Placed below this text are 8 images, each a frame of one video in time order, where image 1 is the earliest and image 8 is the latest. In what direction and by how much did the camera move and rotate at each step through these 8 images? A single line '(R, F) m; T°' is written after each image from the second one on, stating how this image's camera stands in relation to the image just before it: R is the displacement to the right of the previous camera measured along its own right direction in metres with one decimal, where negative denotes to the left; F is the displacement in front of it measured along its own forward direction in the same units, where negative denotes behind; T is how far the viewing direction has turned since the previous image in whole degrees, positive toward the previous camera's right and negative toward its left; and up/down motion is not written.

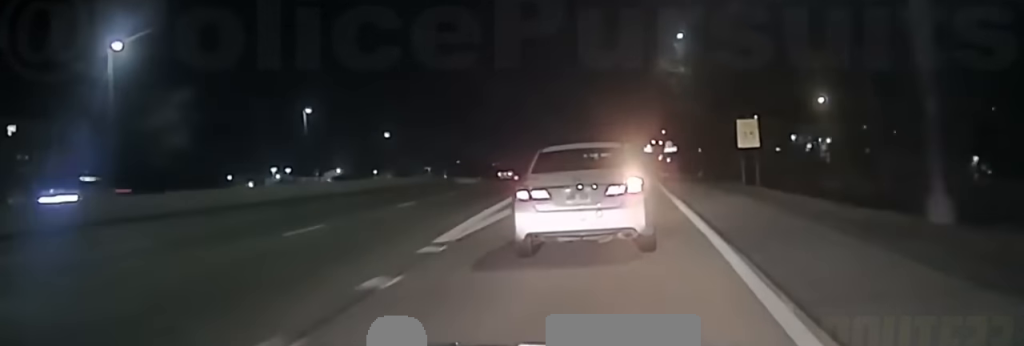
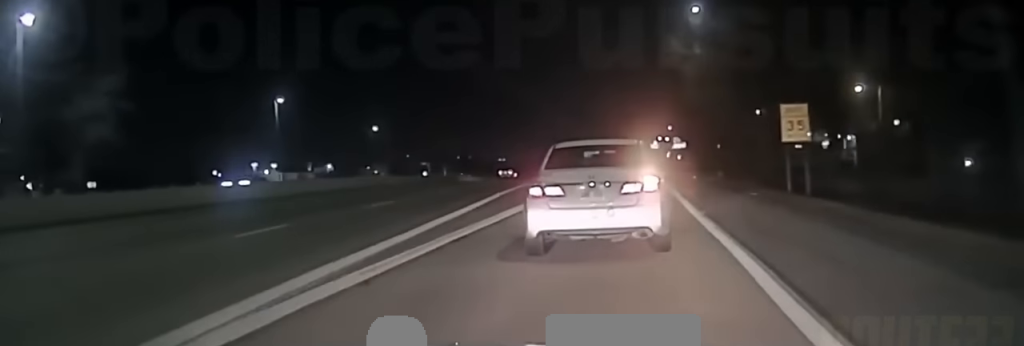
(+0.1, +13.3) m; 0°
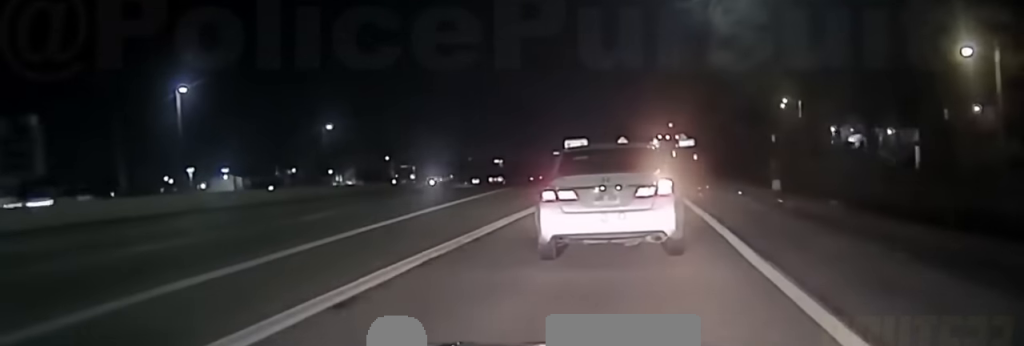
(-0.2, +27.2) m; 0°
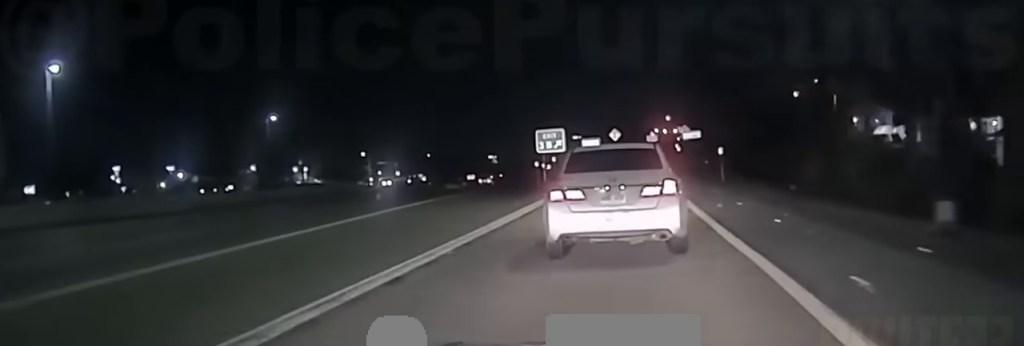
(+0.4, +21.1) m; +2°
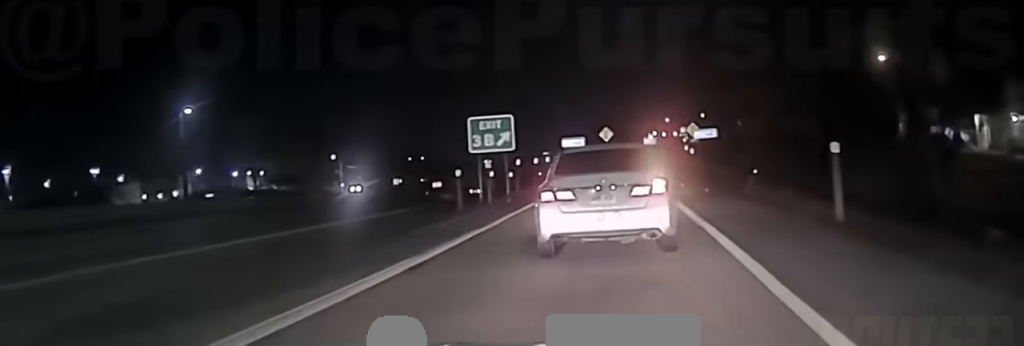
(+0.1, +24.5) m; 0°
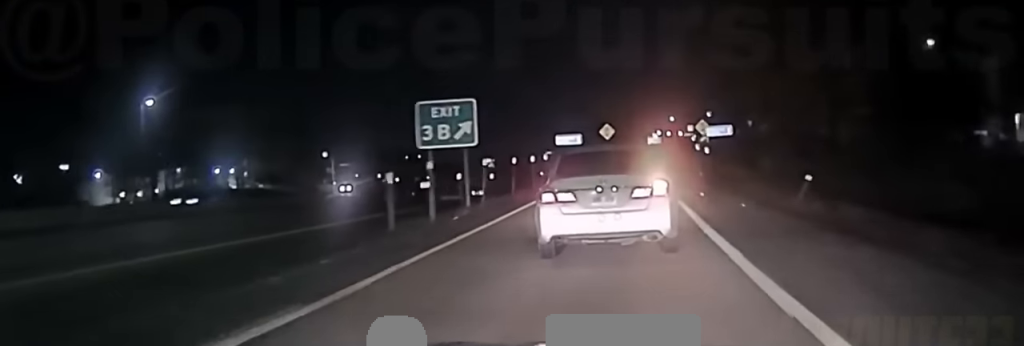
(-0.1, +9.2) m; 0°
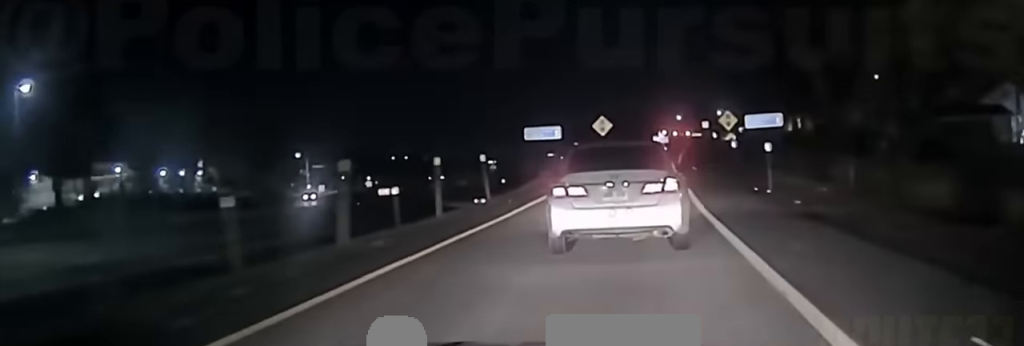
(-0.2, +22.1) m; -1°
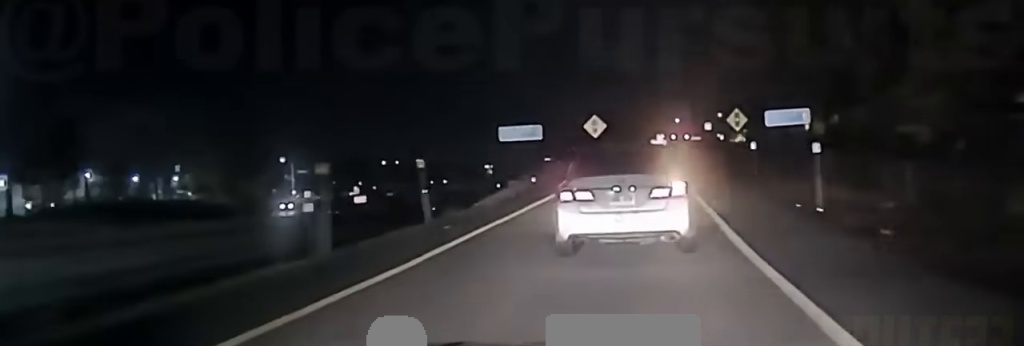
(0.0, +9.9) m; 0°
